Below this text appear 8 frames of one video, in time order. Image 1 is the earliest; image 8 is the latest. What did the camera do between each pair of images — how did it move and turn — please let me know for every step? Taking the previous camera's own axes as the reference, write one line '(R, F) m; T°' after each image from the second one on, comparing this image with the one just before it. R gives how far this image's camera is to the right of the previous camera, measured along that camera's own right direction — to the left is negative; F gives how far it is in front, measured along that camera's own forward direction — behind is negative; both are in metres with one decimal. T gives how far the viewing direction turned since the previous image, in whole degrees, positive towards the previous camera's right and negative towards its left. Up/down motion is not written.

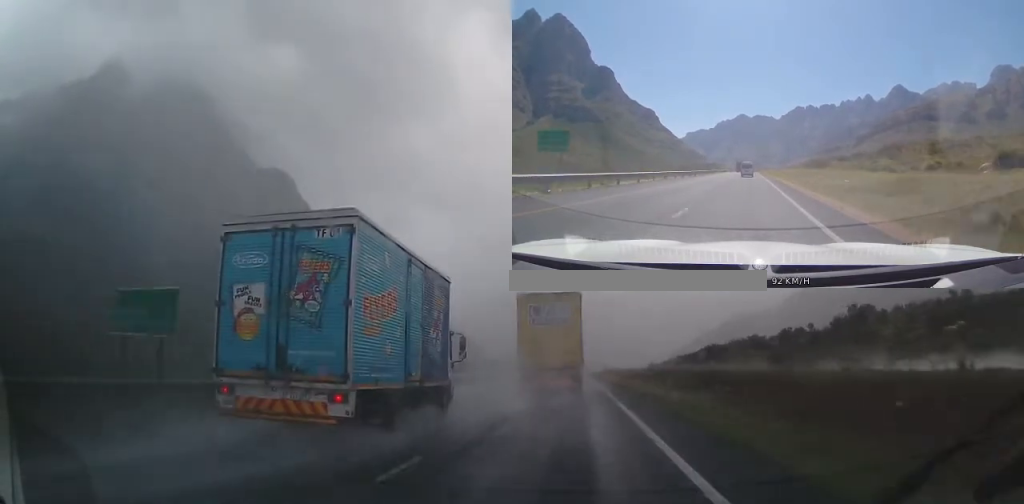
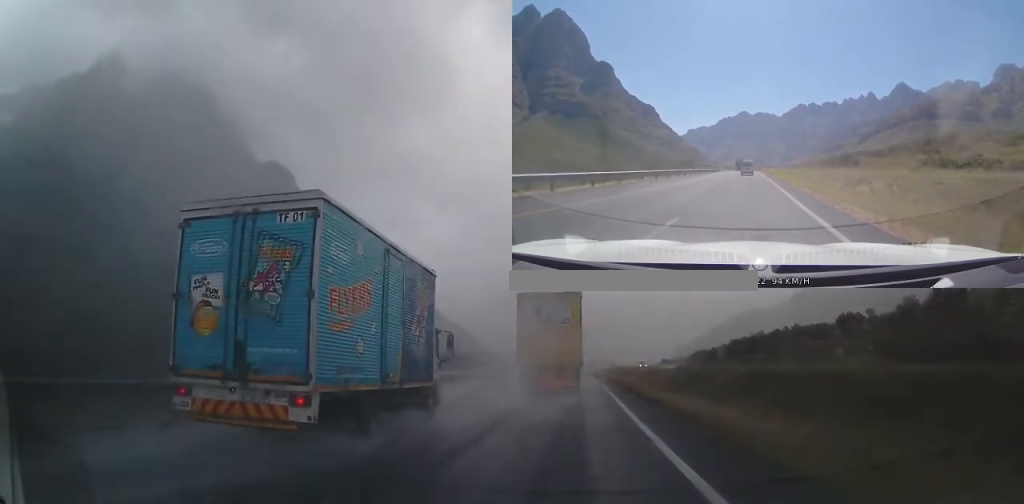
(-0.3, +32.4) m; 0°
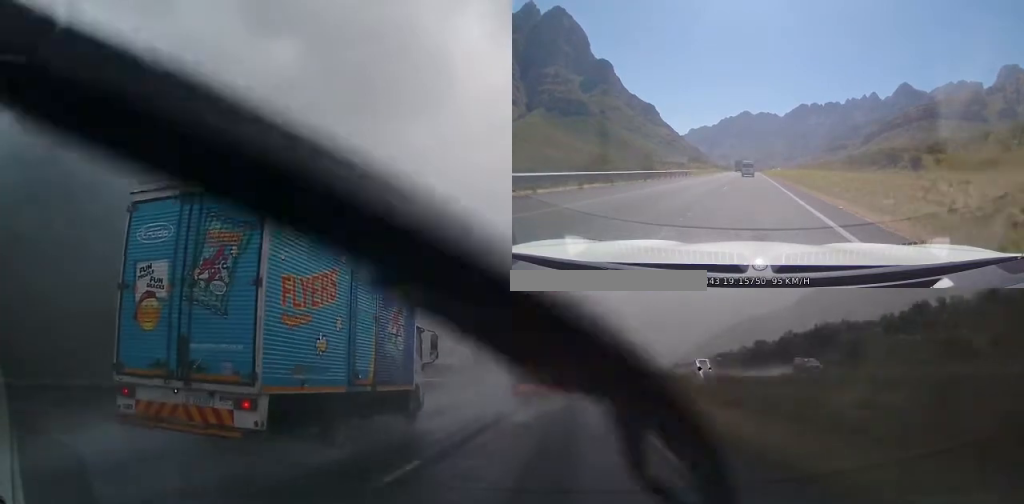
(+0.4, +27.5) m; 0°
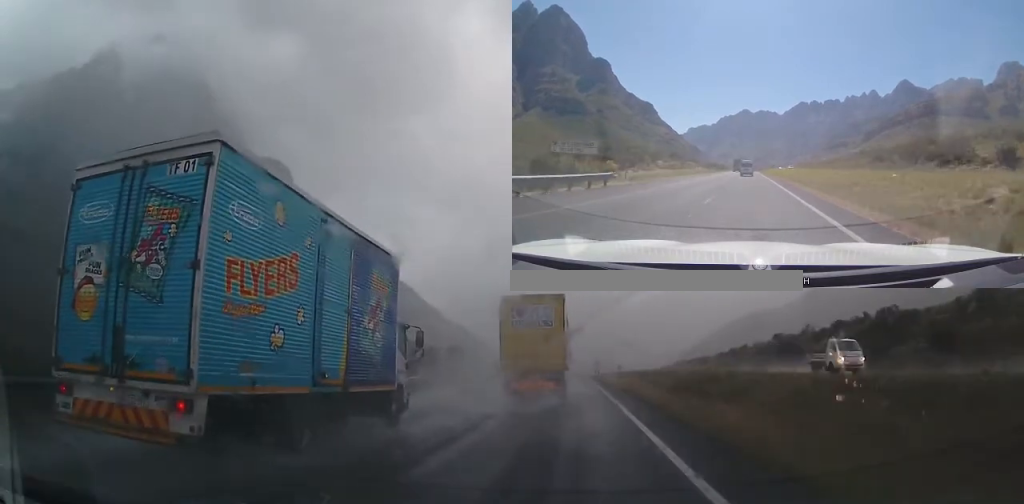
(-0.4, +20.7) m; -1°
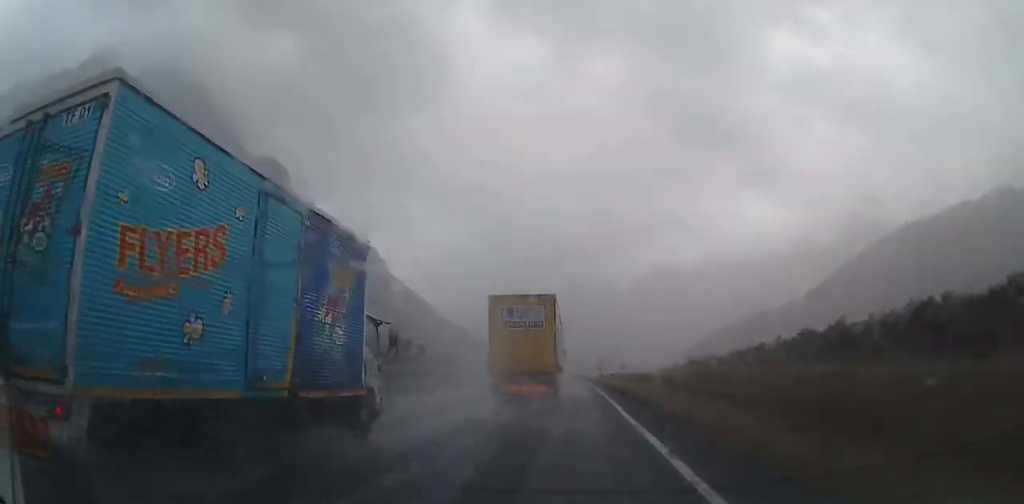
(0.0, +16.4) m; +1°
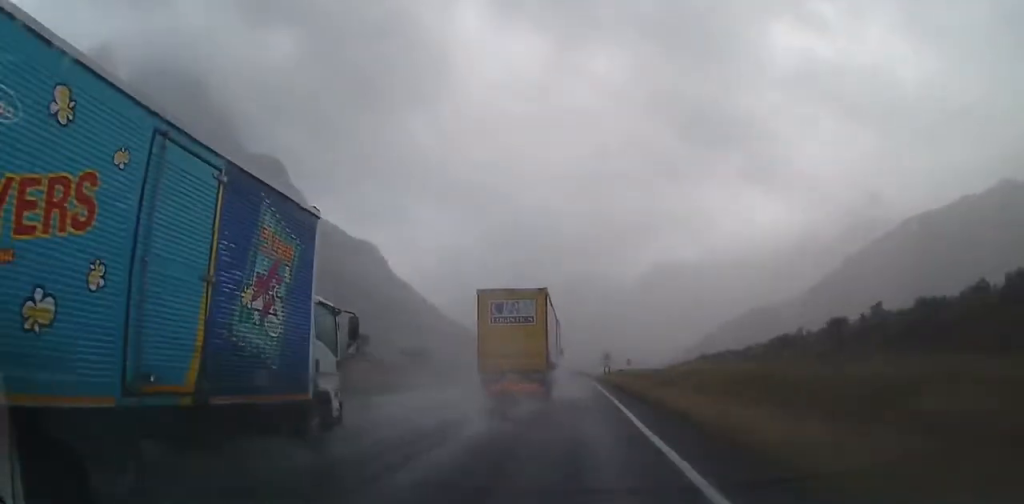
(+0.3, +17.1) m; 0°
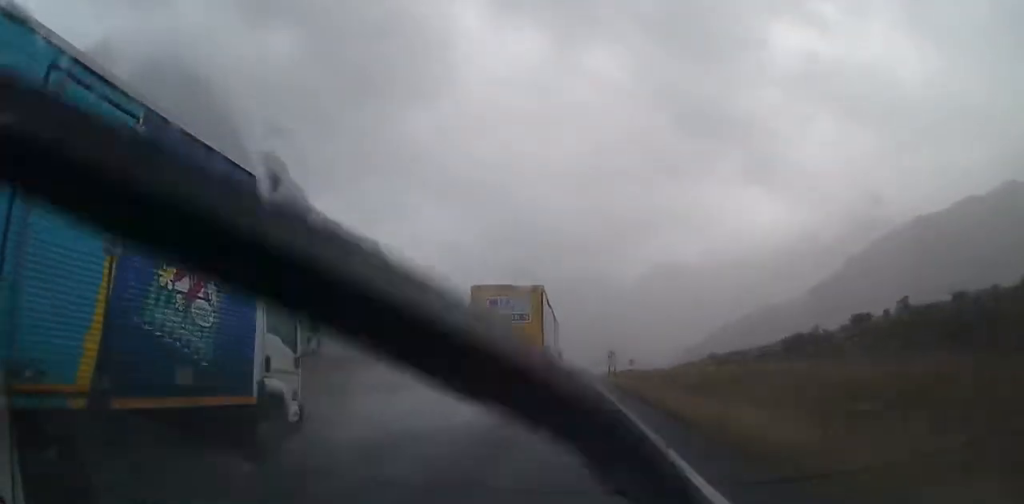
(+0.3, +10.7) m; 0°
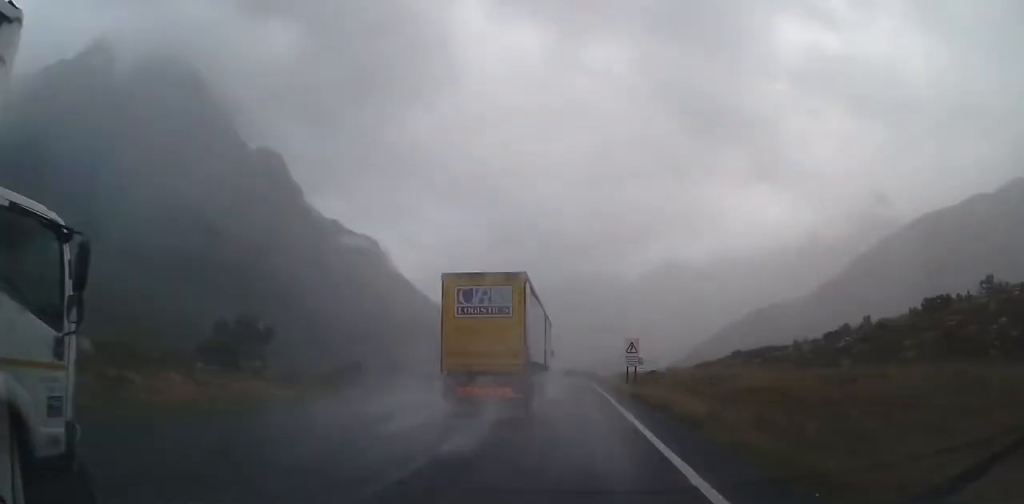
(-0.6, +27.1) m; -1°
